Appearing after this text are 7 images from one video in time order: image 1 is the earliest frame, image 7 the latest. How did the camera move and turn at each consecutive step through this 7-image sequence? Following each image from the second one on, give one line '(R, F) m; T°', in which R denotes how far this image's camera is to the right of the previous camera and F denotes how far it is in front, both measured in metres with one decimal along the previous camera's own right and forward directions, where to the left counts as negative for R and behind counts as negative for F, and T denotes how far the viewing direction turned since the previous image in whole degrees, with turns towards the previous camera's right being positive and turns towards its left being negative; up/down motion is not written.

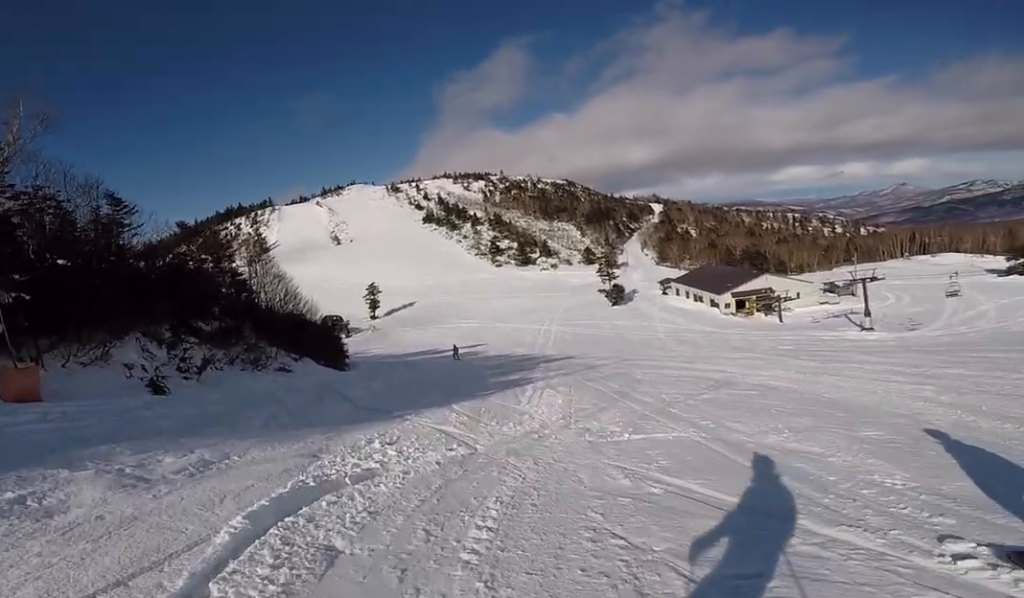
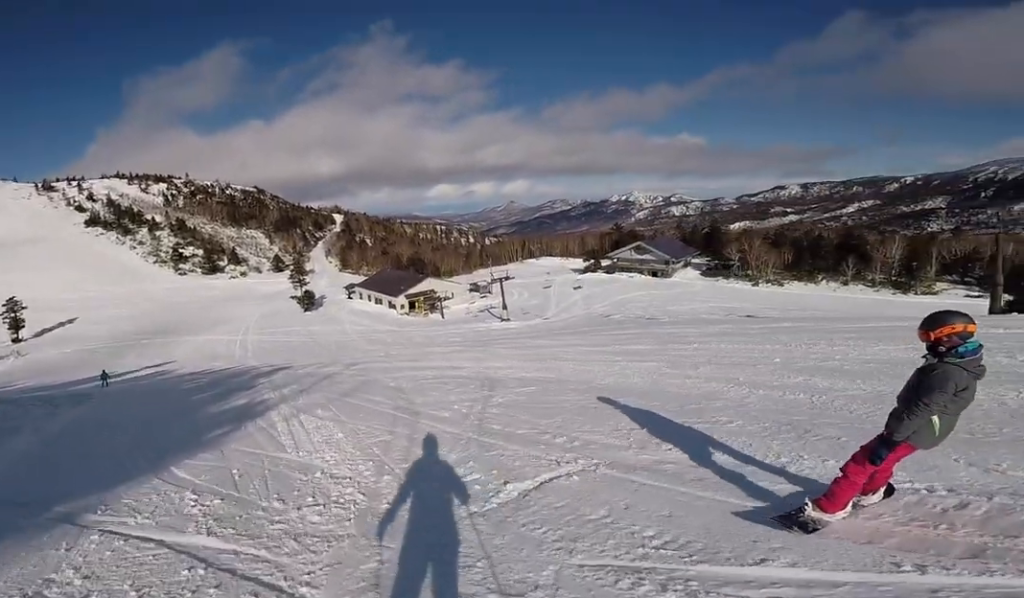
(+1.5, +4.1) m; +18°
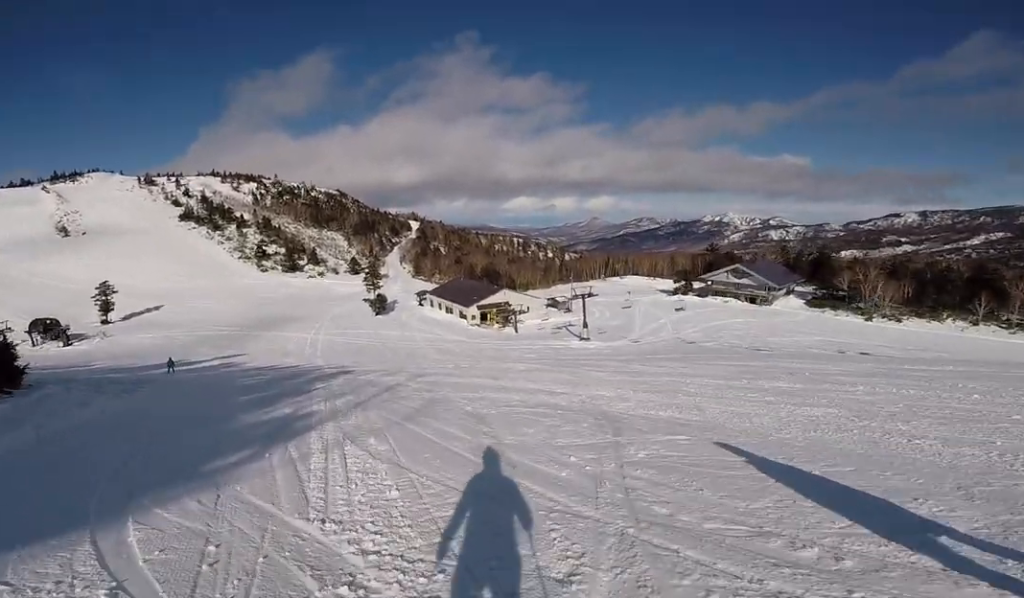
(-0.1, +2.7) m; -5°
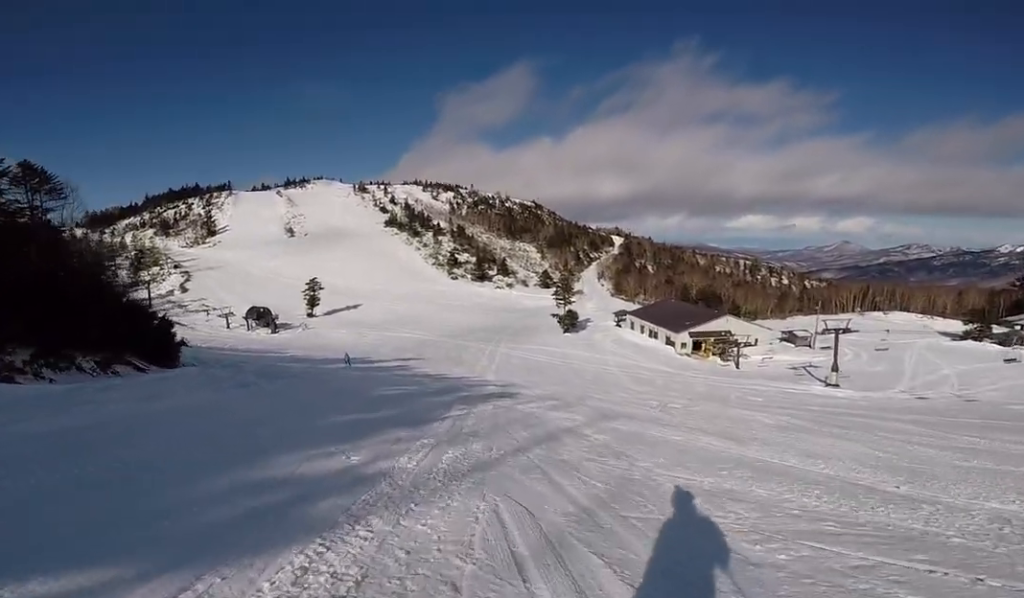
(-0.5, +4.5) m; -14°
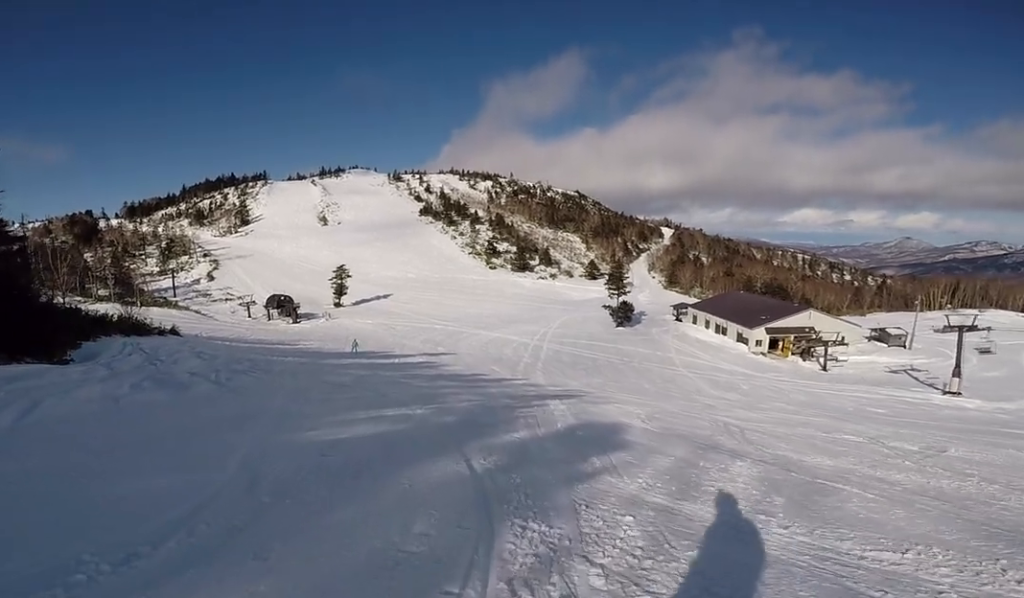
(-1.7, +9.1) m; -16°
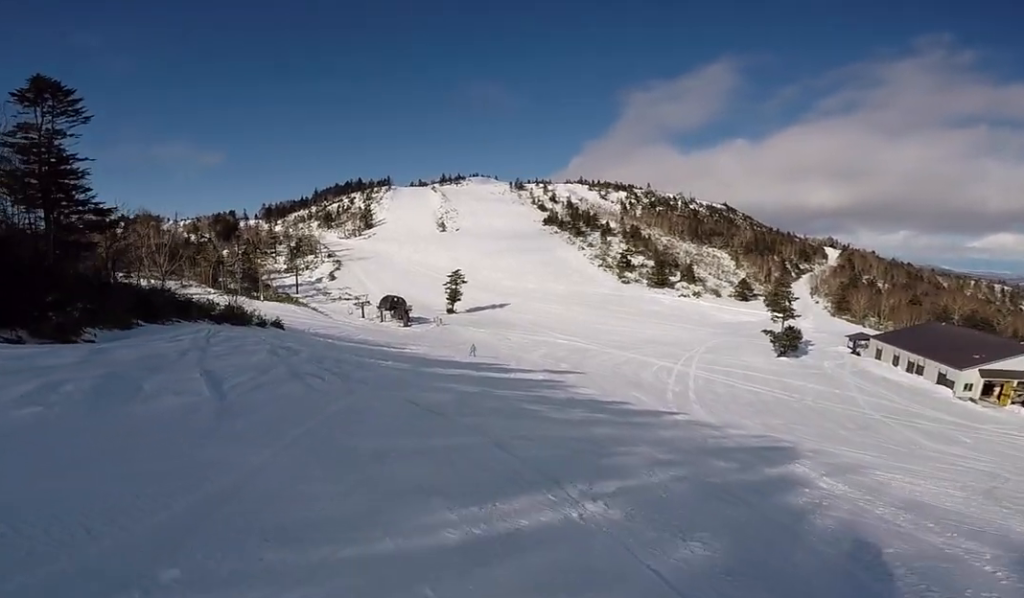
(-0.3, +6.1) m; -3°
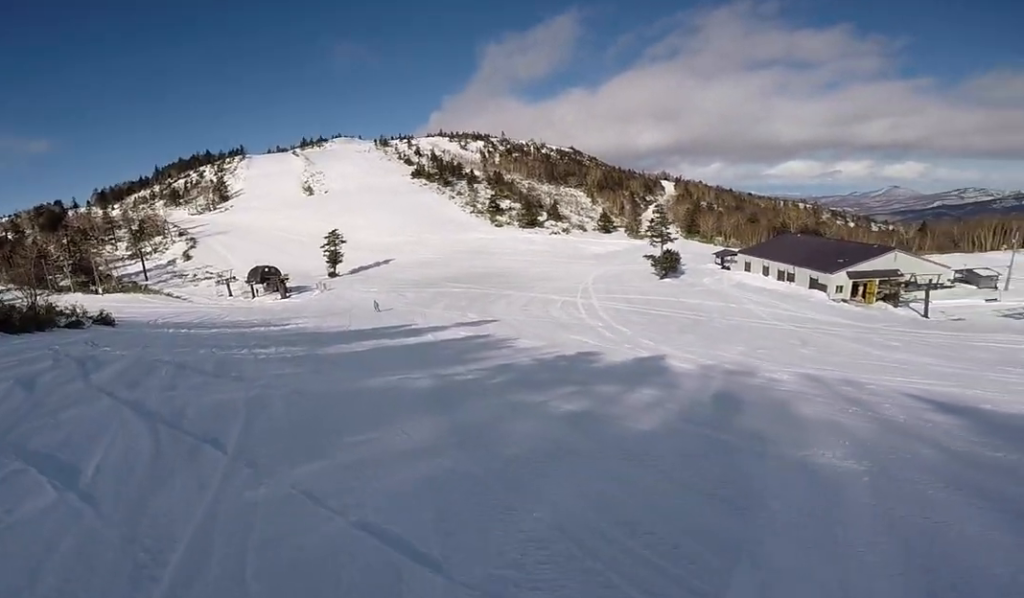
(-0.1, +9.6) m; +8°
